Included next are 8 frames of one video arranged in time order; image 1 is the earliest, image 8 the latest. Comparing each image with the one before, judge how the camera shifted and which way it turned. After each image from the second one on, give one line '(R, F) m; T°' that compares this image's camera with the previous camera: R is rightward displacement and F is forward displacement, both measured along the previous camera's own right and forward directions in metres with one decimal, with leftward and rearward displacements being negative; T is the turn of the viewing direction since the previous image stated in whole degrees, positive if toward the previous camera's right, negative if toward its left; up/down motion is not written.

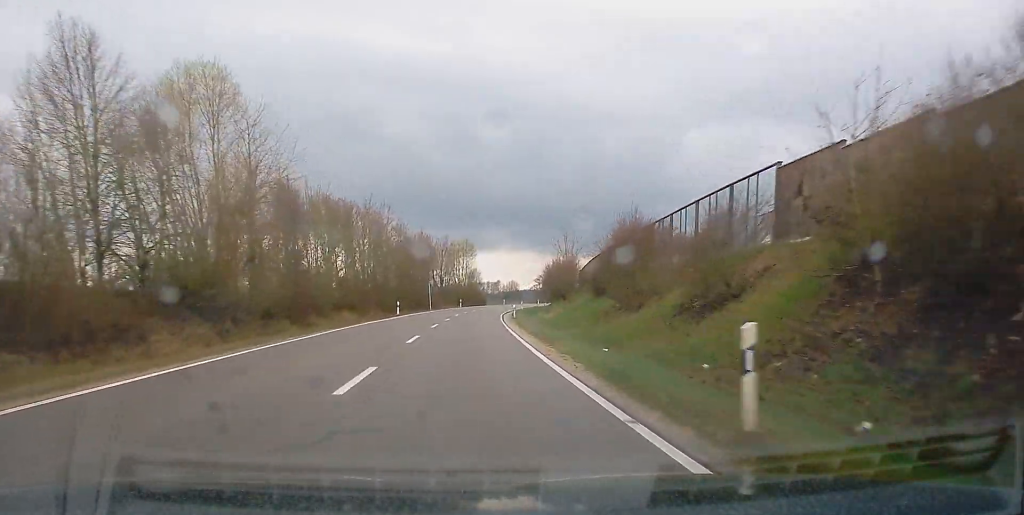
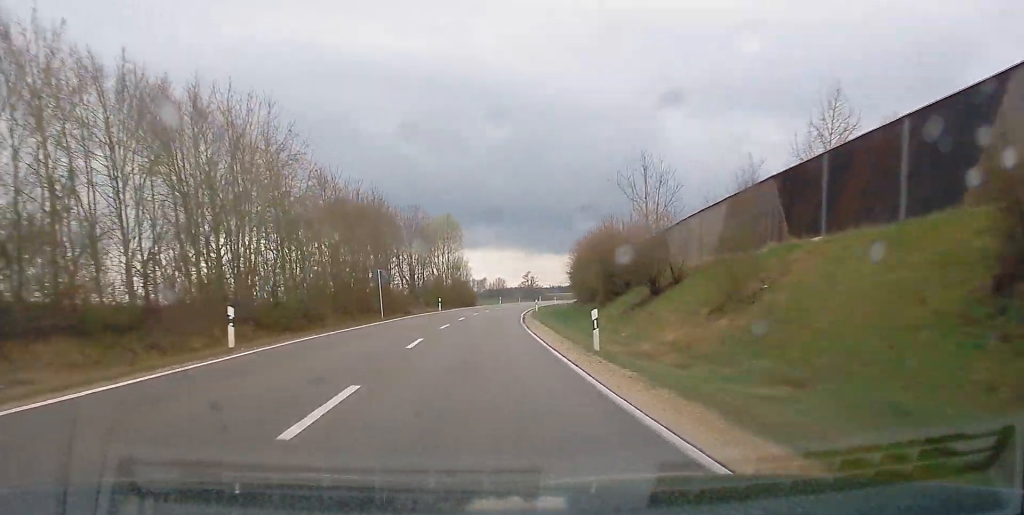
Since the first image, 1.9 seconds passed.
(0.0, +40.0) m; +1°
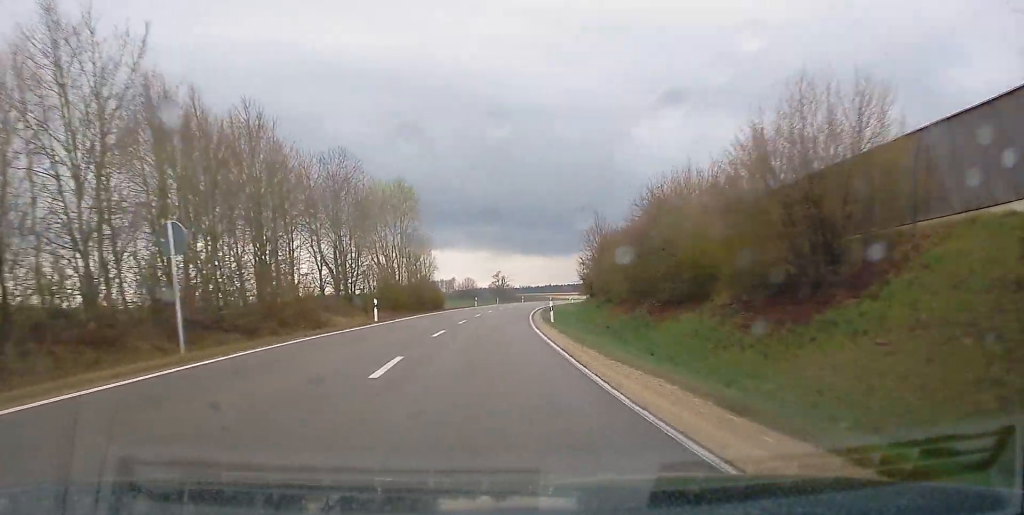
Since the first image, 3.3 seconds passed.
(+0.1, +30.4) m; +3°
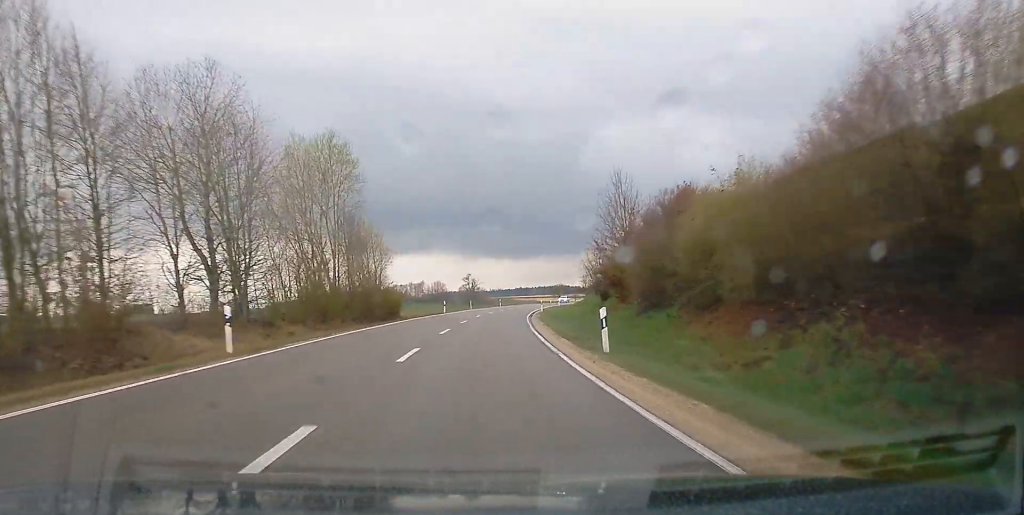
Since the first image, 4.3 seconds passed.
(+0.4, +20.0) m; +2°
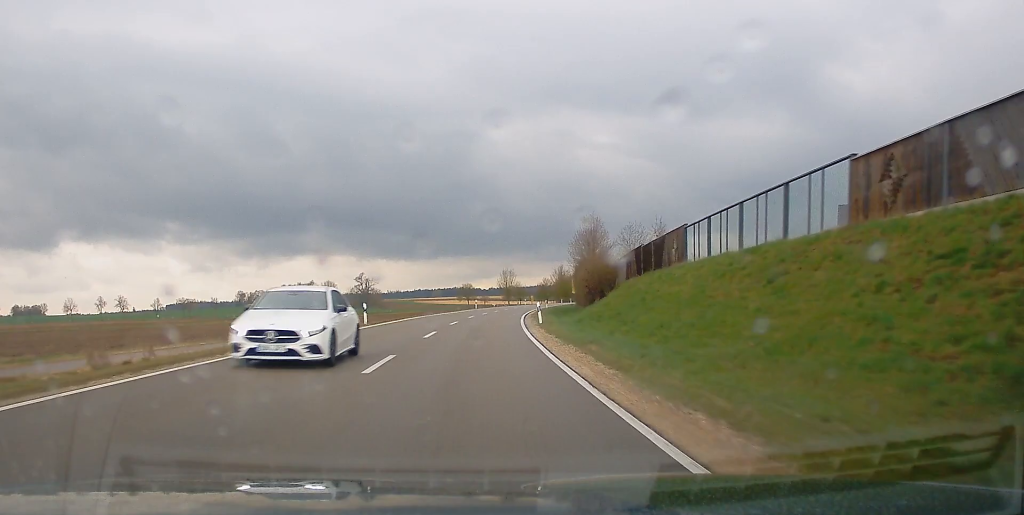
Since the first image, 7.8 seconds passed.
(+4.9, +71.7) m; +7°
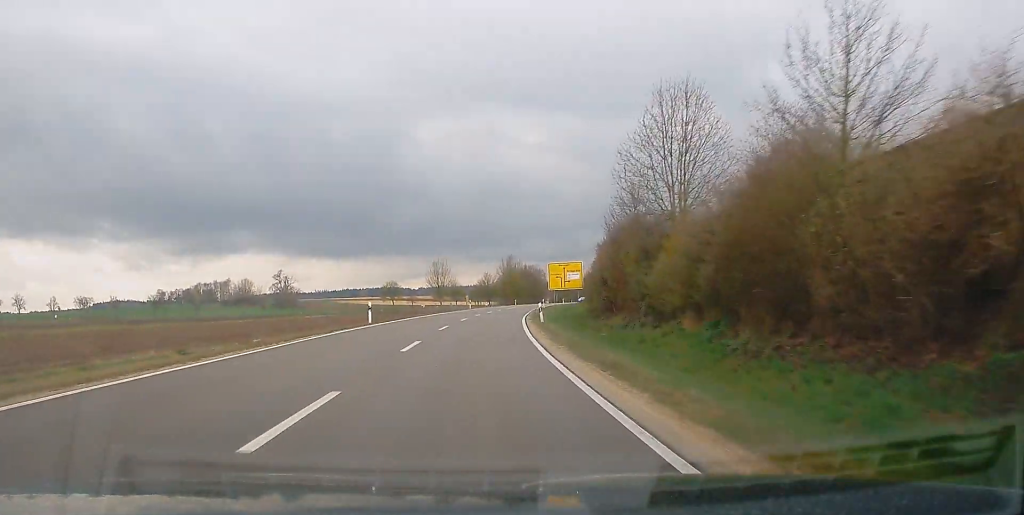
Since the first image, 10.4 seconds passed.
(+2.1, +55.3) m; +5°
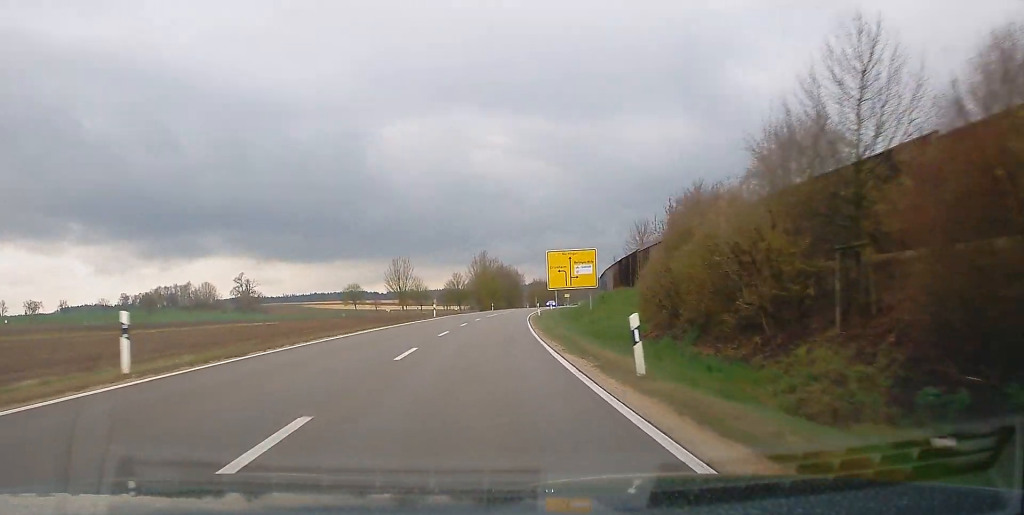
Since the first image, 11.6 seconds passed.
(+1.0, +26.1) m; +2°
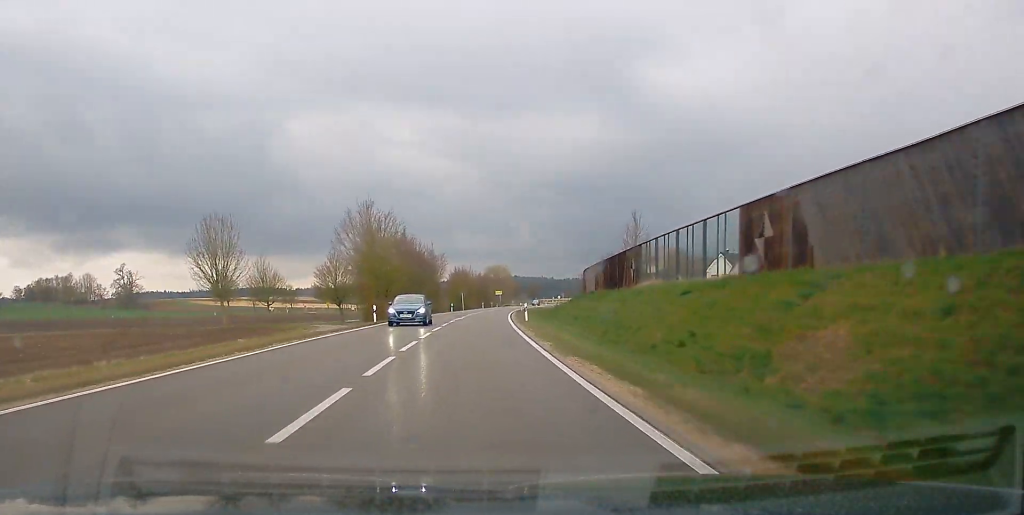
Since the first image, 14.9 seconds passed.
(+3.4, +68.6) m; +5°
